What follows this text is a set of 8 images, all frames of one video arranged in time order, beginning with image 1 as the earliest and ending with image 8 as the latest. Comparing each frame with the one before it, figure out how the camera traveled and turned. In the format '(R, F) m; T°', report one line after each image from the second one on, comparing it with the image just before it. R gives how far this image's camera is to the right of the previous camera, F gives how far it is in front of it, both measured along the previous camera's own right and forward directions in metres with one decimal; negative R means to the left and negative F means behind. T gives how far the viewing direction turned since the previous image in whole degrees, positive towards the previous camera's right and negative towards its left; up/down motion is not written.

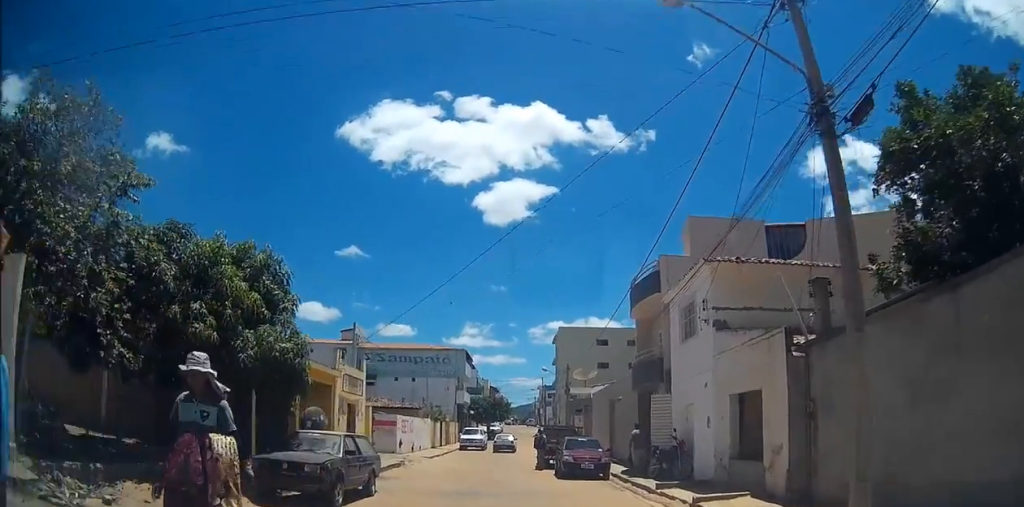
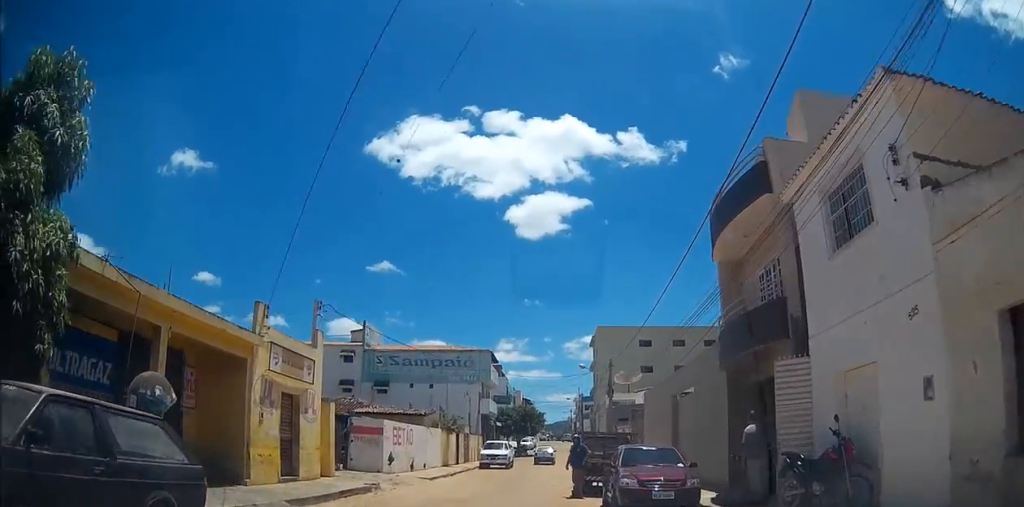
(+0.8, +8.5) m; +6°
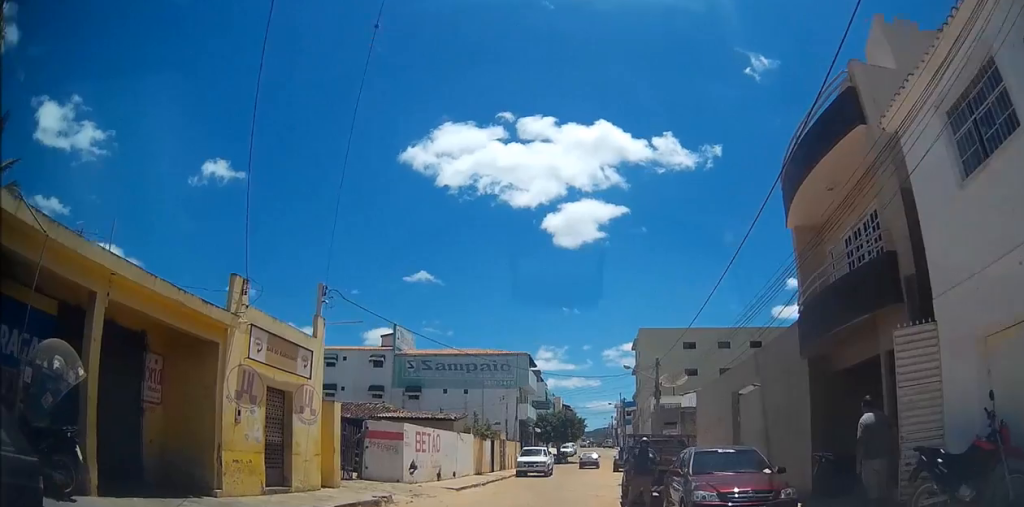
(0.0, +3.7) m; -2°
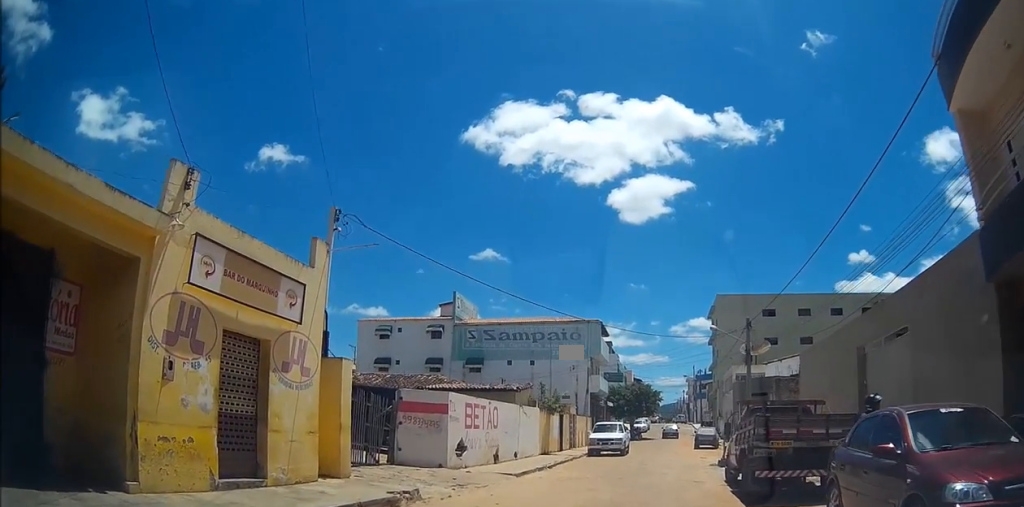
(-0.6, +7.4) m; -12°
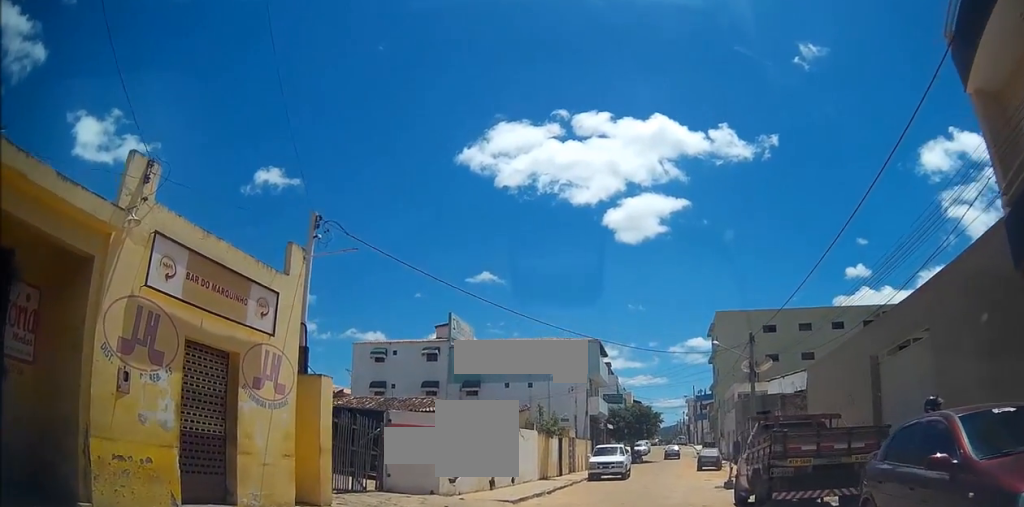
(-0.1, +1.0) m; -4°
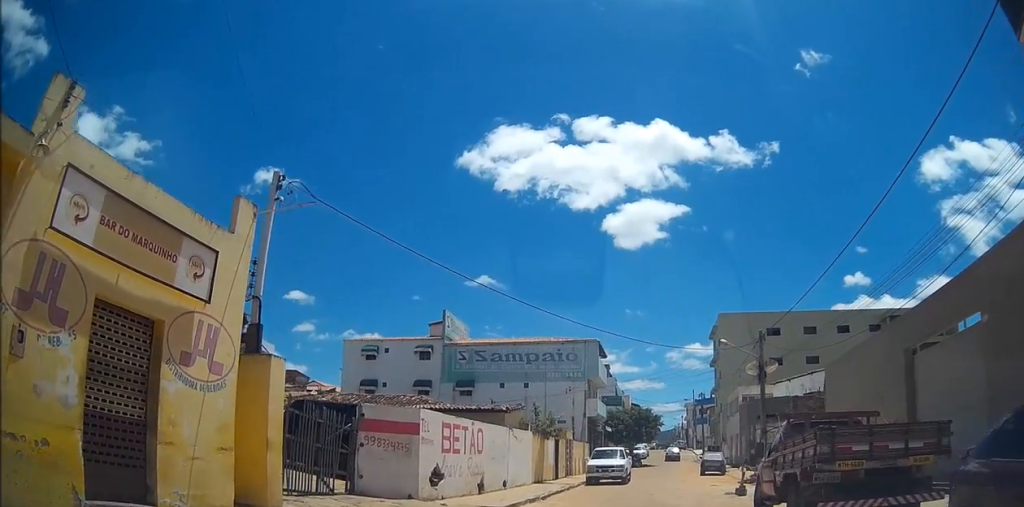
(-0.1, +1.5) m; -3°
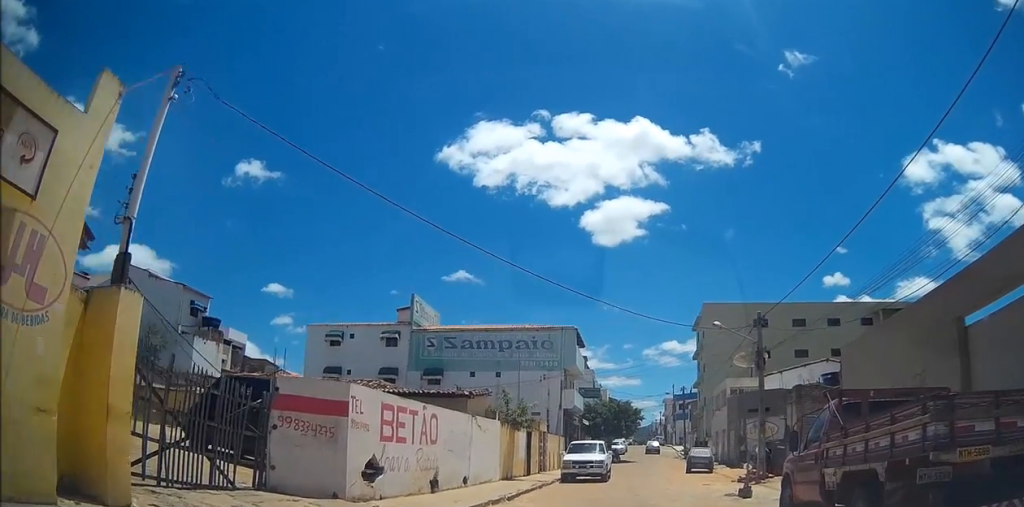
(0.0, +2.2) m; +3°
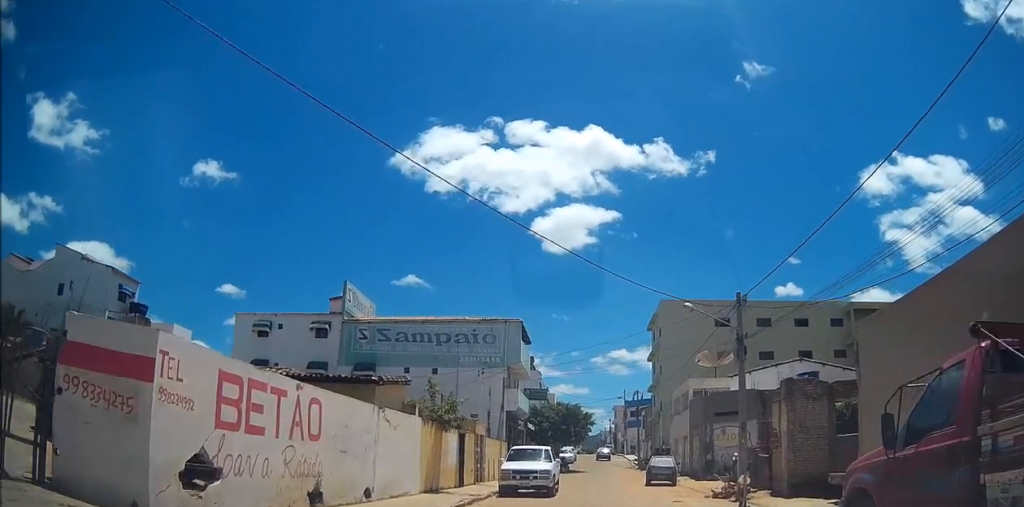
(+0.3, +3.2) m; +7°
